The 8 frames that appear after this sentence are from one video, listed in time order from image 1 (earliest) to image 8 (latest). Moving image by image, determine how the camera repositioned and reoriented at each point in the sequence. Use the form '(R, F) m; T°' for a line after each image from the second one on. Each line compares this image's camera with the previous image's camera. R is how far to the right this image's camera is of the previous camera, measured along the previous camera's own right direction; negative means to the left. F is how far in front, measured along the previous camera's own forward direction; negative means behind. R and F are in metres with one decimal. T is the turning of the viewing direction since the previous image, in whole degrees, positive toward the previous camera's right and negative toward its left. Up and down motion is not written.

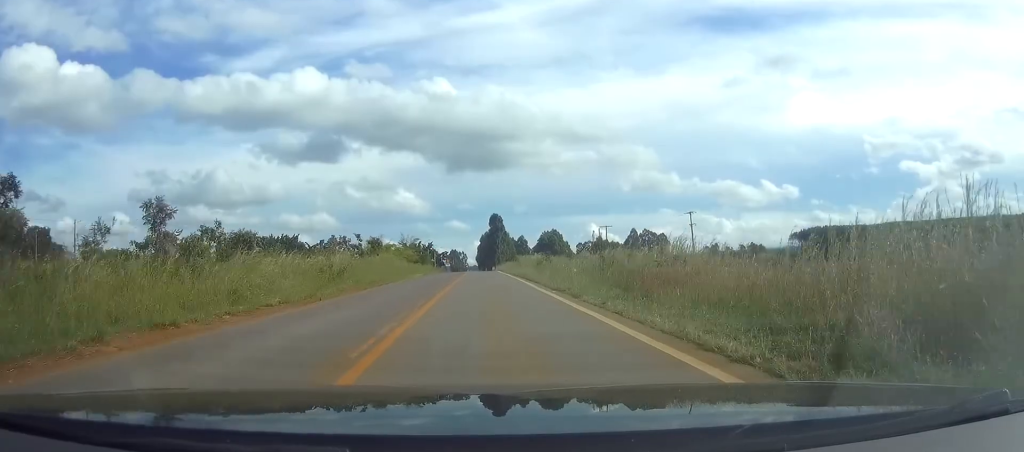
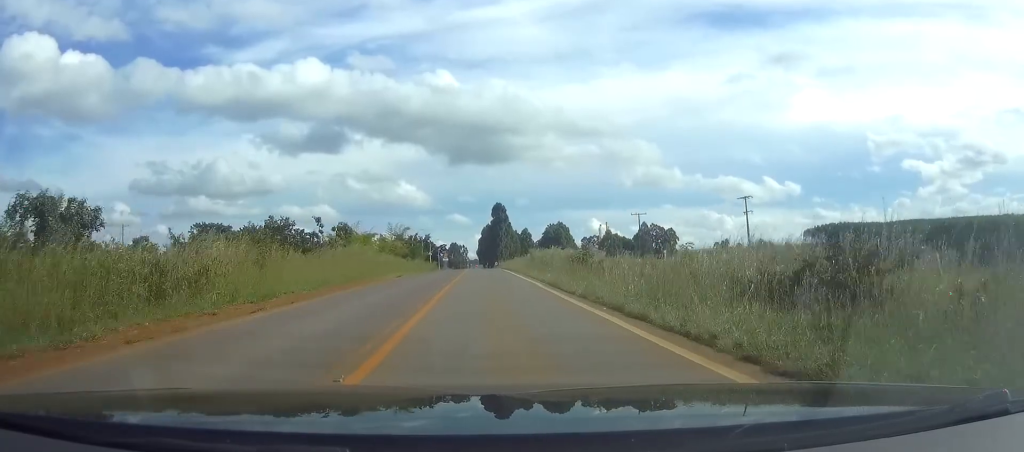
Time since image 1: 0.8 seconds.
(0.0, +24.5) m; 0°
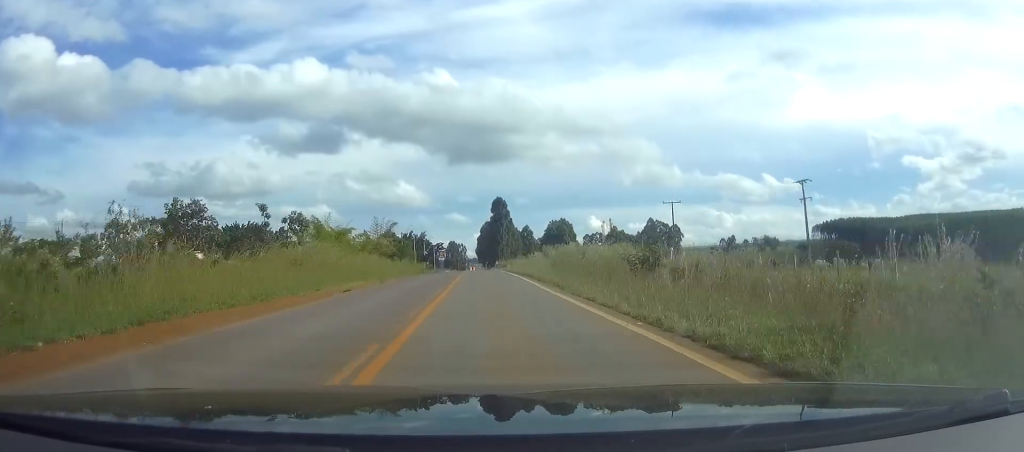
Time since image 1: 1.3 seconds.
(0.0, +18.2) m; 0°
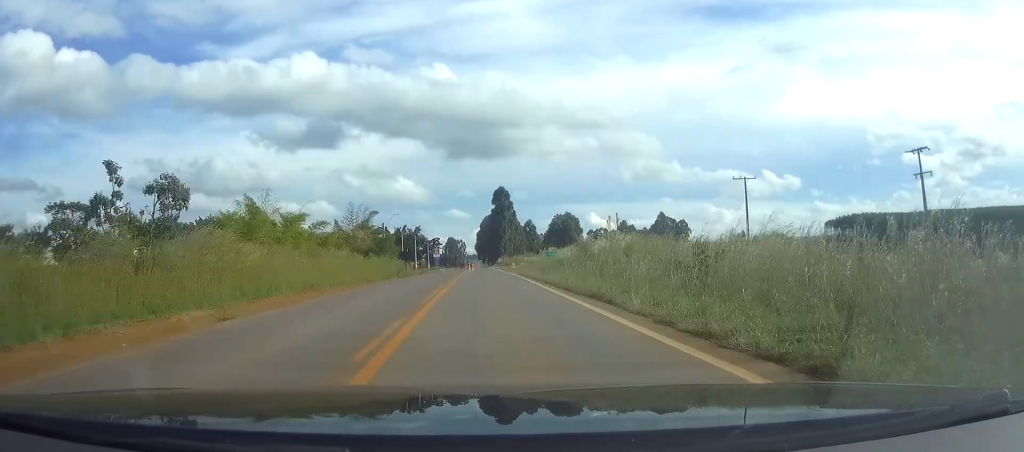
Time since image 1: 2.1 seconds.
(0.0, +23.7) m; 0°
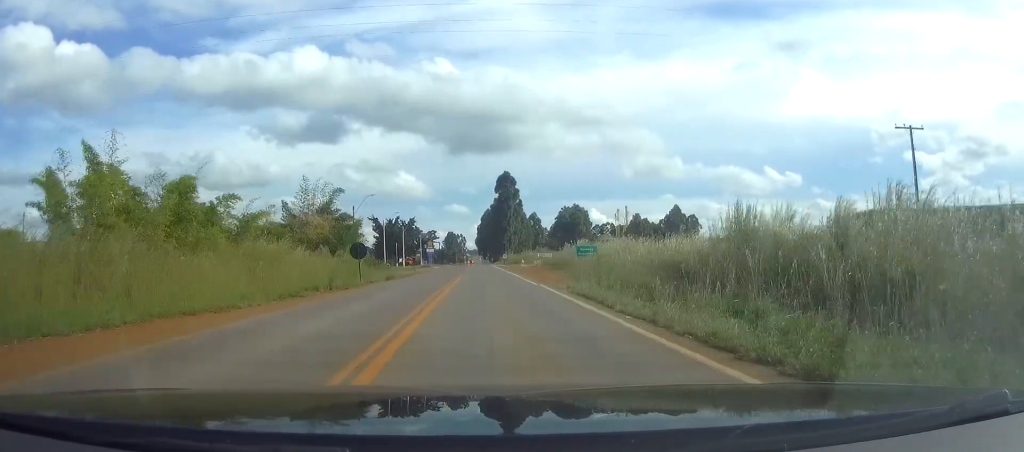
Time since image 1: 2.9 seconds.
(-0.1, +26.0) m; 0°
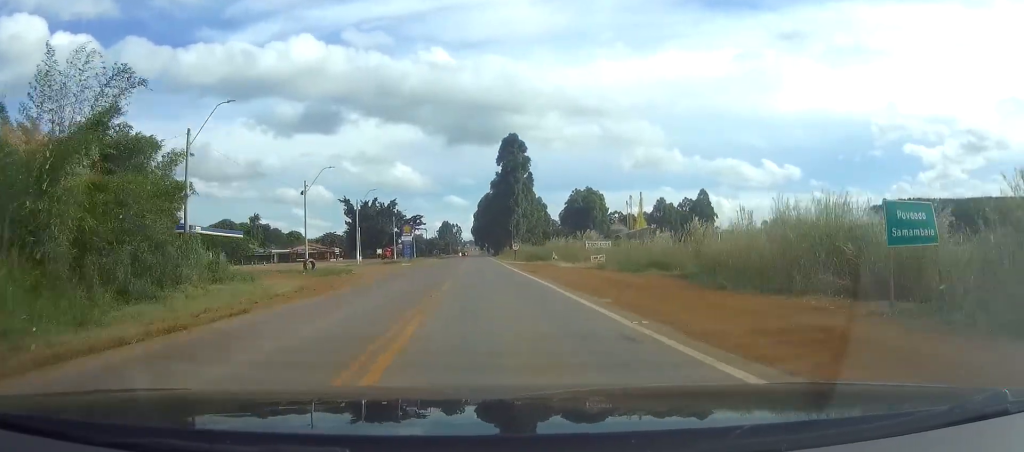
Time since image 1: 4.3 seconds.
(+0.4, +46.6) m; +1°
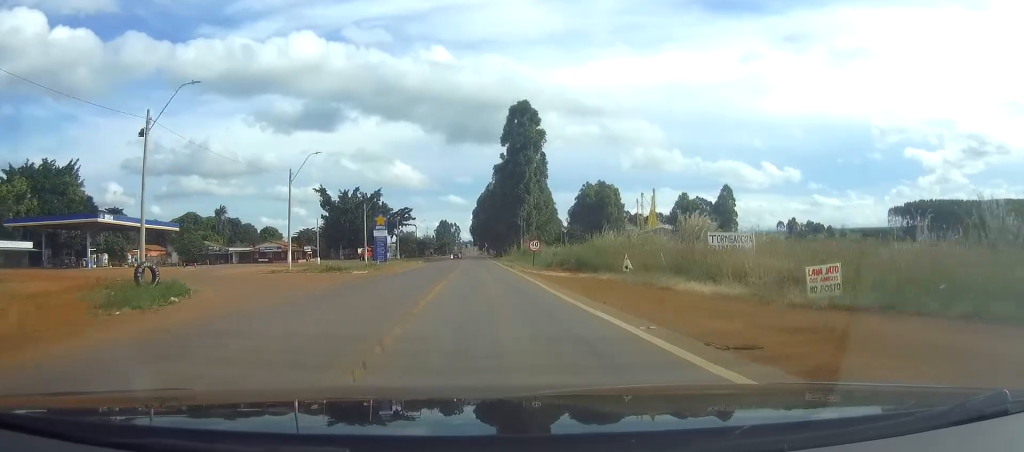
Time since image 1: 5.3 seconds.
(0.0, +29.8) m; 0°
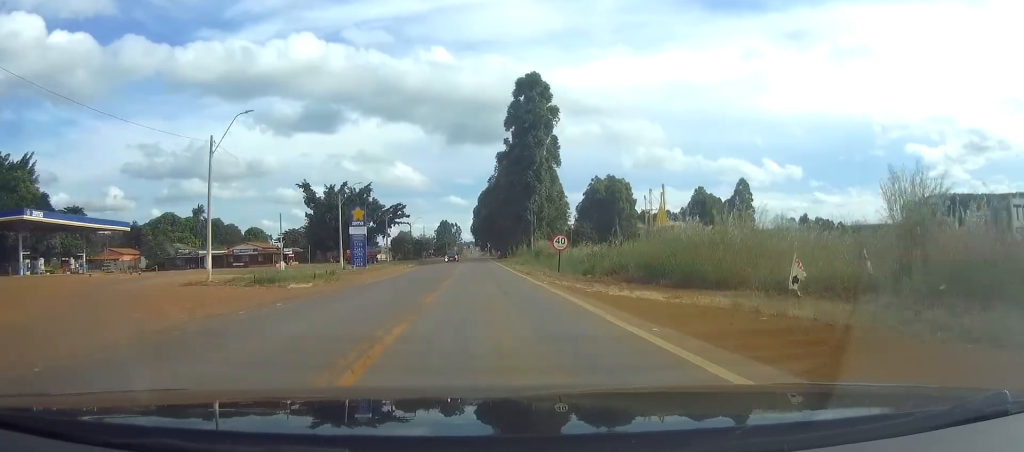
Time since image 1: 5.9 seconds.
(0.0, +17.0) m; 0°
